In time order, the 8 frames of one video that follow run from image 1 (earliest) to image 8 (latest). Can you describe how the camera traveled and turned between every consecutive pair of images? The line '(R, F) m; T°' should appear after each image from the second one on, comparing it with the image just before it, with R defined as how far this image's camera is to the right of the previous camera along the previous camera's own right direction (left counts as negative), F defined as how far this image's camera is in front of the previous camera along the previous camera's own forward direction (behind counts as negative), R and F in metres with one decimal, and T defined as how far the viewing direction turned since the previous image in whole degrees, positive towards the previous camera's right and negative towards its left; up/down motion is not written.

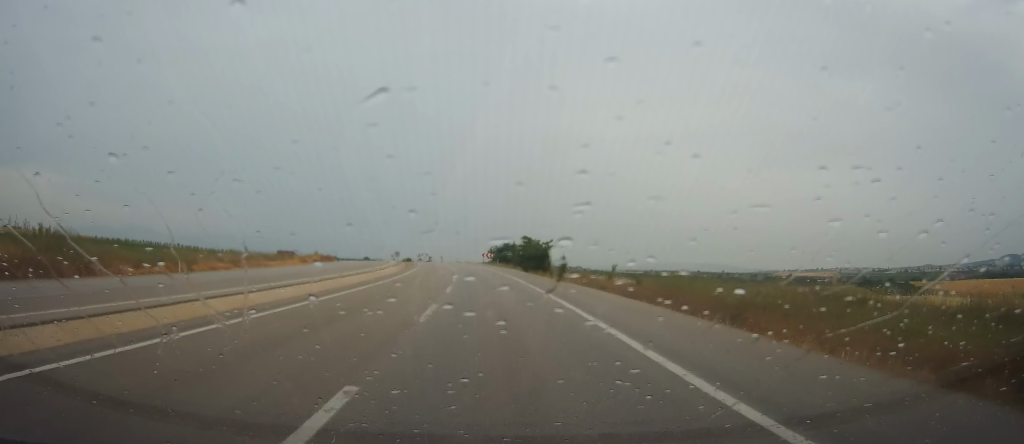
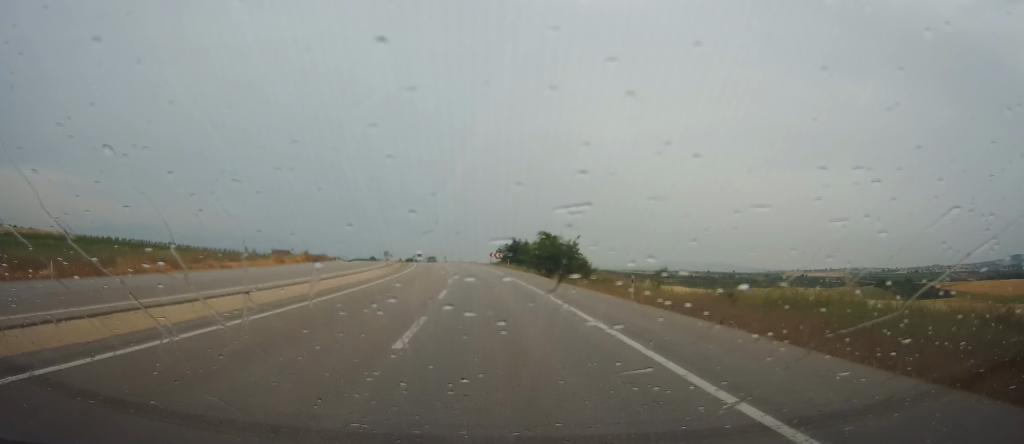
(0.0, +15.0) m; 0°
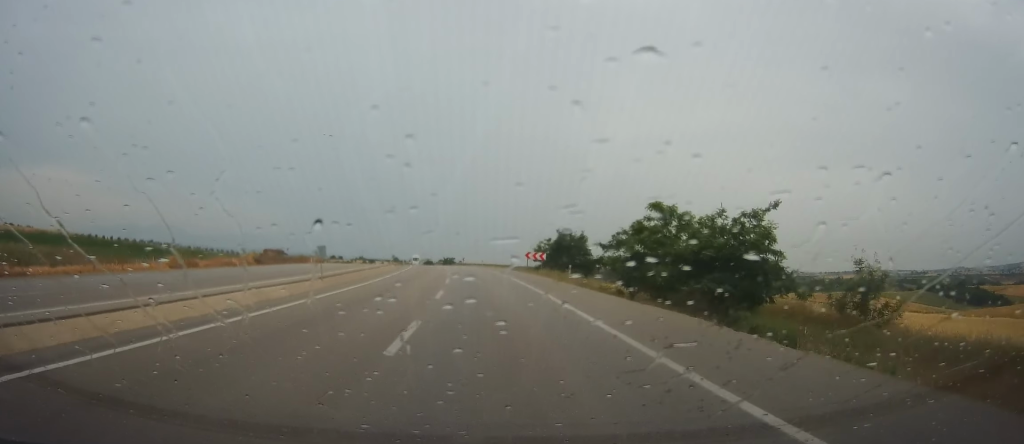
(0.0, +35.8) m; -1°
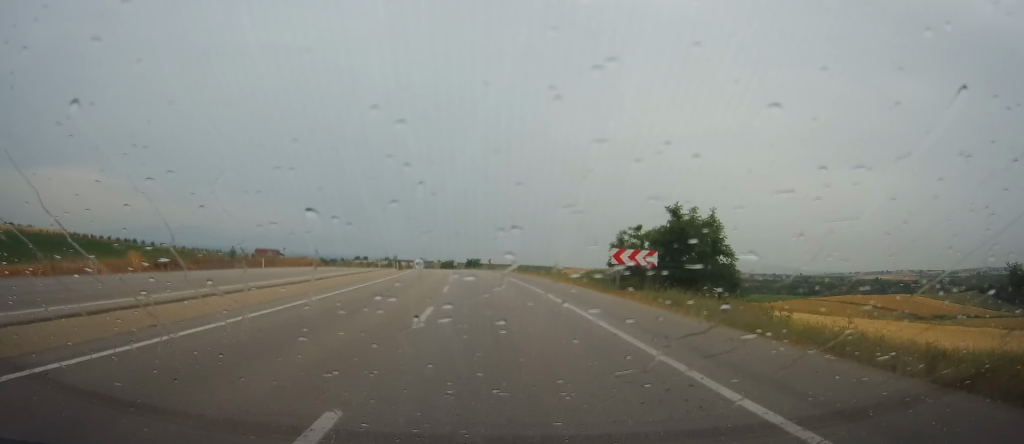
(-0.5, +31.2) m; -1°
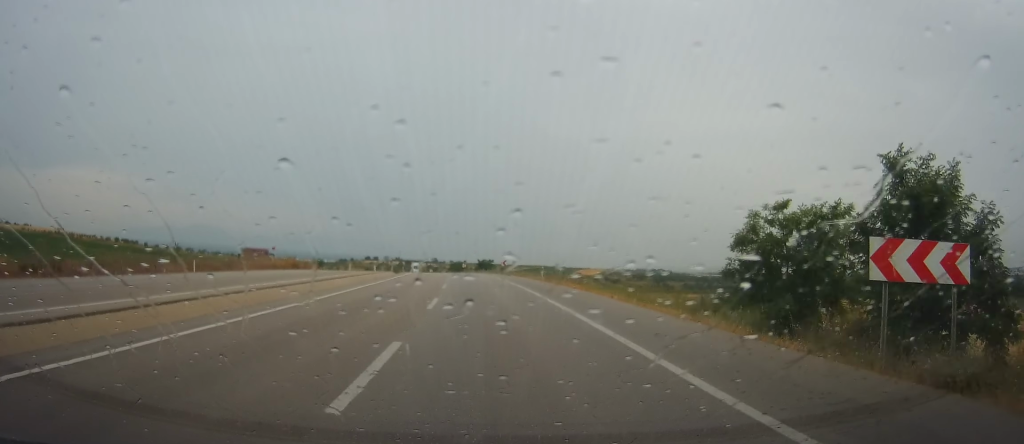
(+0.3, +18.5) m; -1°
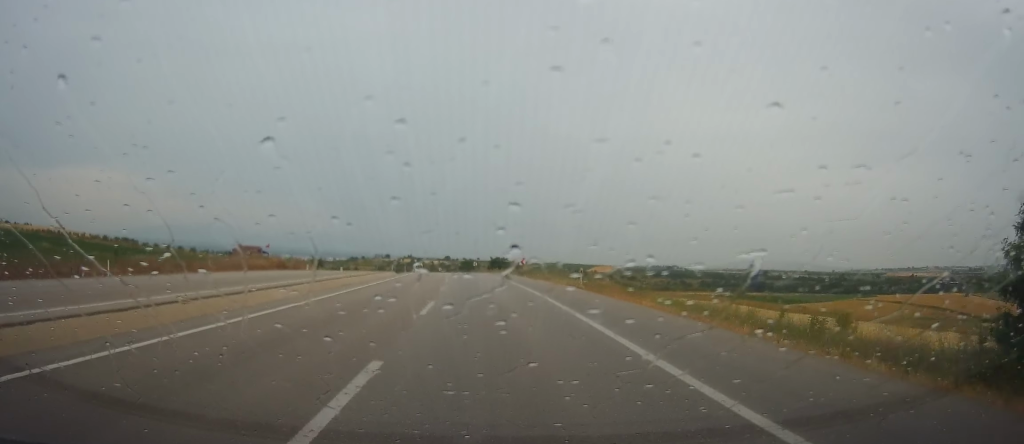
(-0.1, +14.3) m; -1°
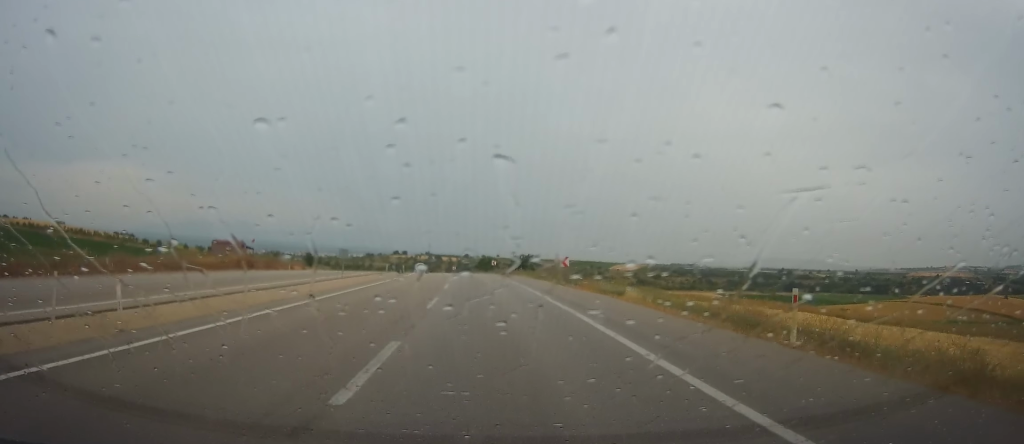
(-0.5, +21.1) m; -2°
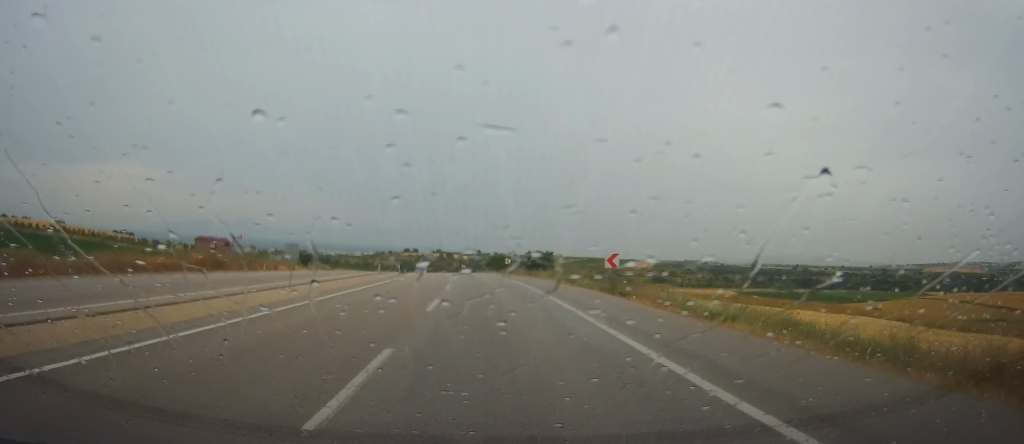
(-0.1, +12.6) m; 0°
